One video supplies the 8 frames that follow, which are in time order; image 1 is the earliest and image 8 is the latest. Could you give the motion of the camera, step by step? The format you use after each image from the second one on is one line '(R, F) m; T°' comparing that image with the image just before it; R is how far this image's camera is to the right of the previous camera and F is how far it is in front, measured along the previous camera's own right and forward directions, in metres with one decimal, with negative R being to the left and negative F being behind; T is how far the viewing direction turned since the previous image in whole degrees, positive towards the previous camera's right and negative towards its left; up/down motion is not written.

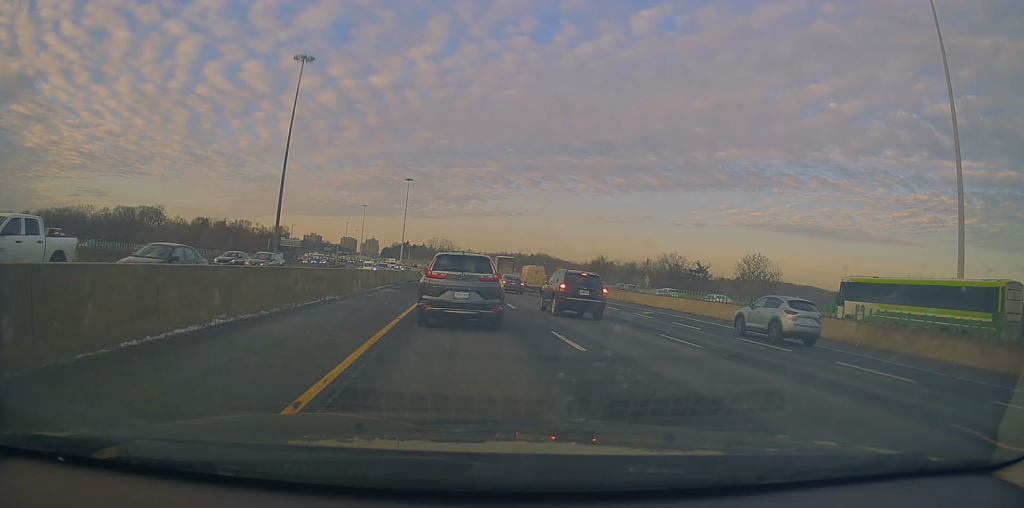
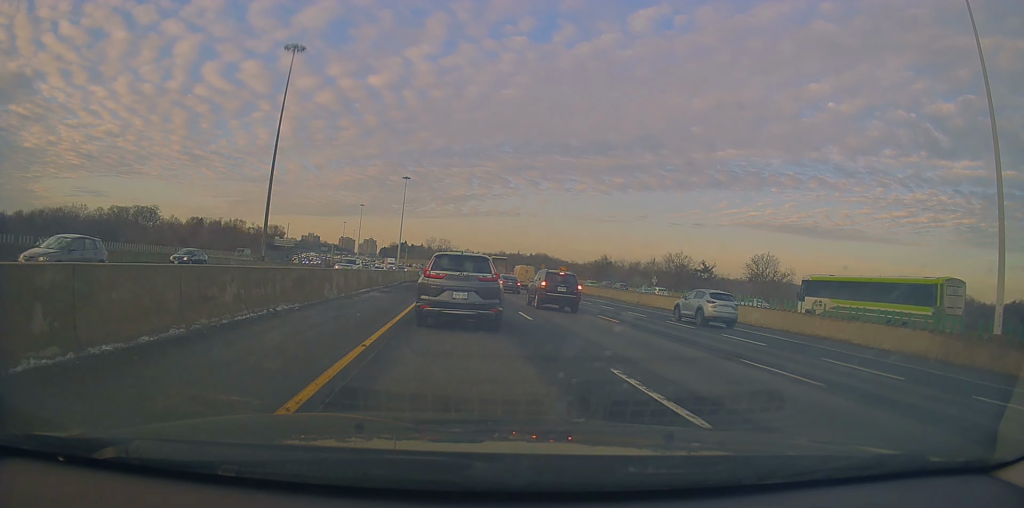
(+0.1, +5.1) m; +2°
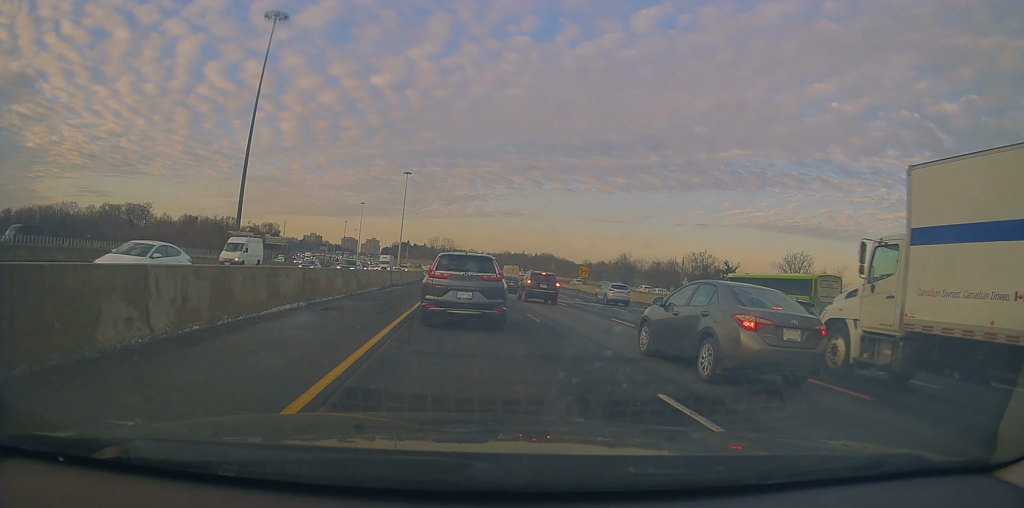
(+0.2, +13.5) m; -1°
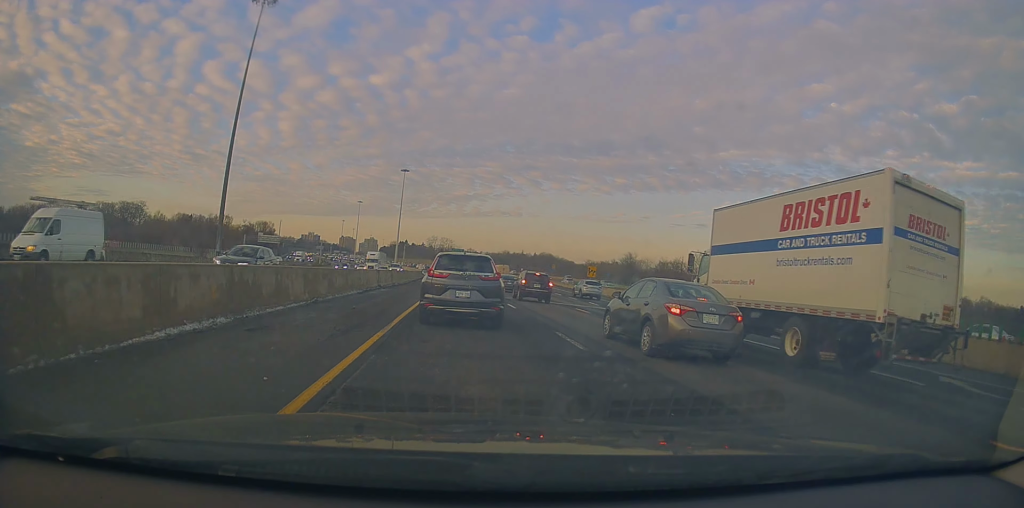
(-0.1, +5.6) m; +1°
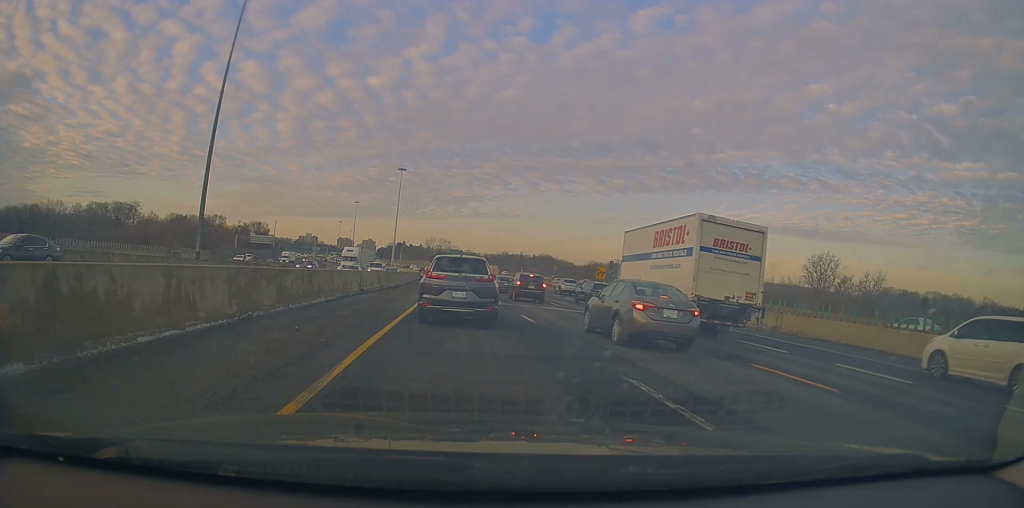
(+0.1, +5.8) m; -2°
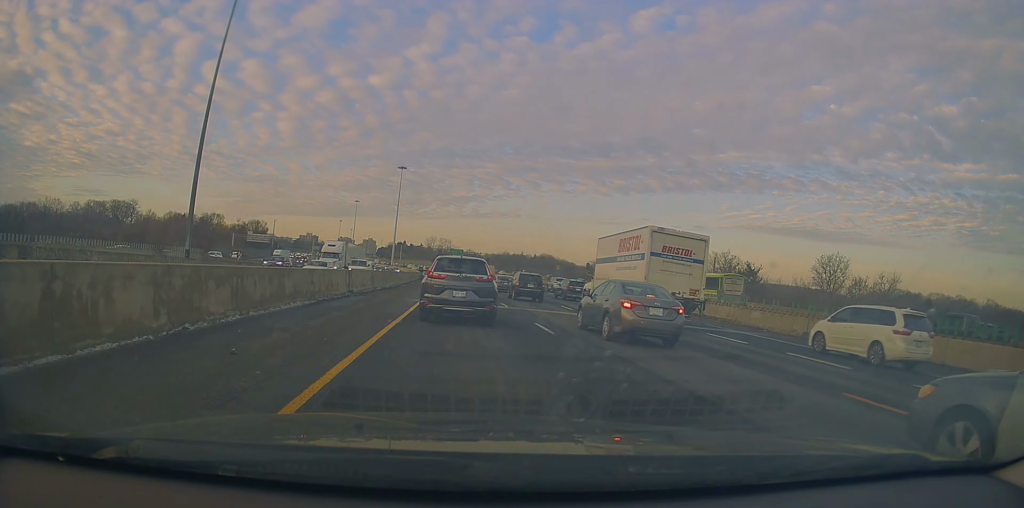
(+0.1, +3.1) m; -1°
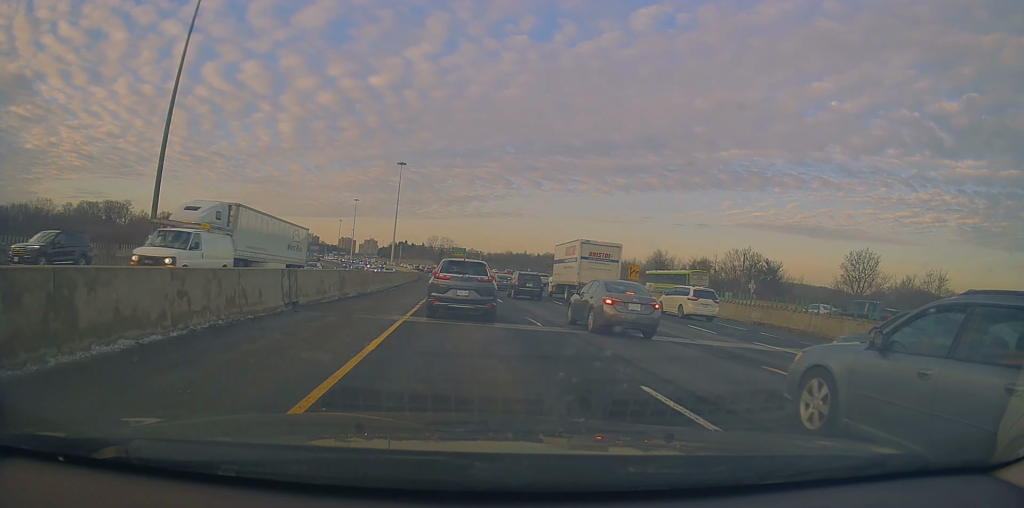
(-0.3, +8.8) m; +3°
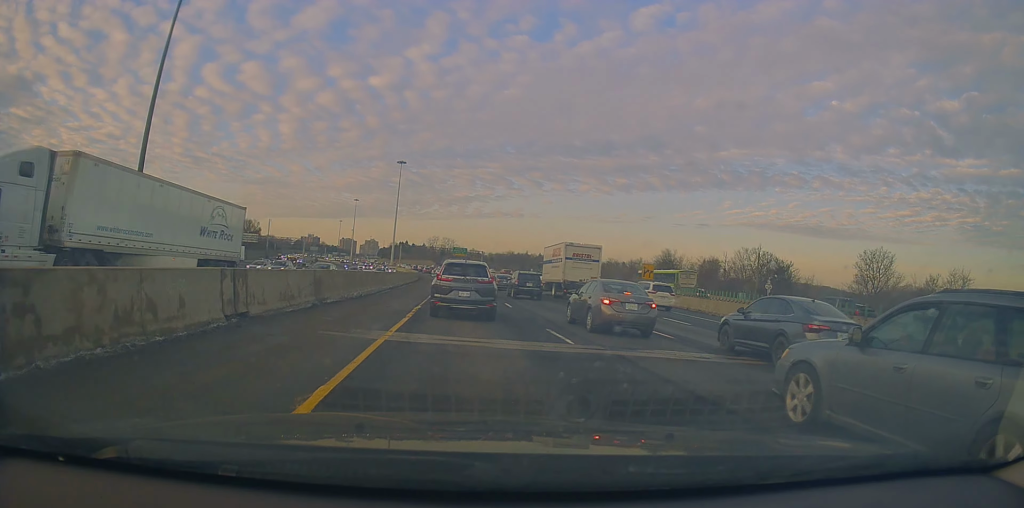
(+0.4, +3.8) m; +2°
